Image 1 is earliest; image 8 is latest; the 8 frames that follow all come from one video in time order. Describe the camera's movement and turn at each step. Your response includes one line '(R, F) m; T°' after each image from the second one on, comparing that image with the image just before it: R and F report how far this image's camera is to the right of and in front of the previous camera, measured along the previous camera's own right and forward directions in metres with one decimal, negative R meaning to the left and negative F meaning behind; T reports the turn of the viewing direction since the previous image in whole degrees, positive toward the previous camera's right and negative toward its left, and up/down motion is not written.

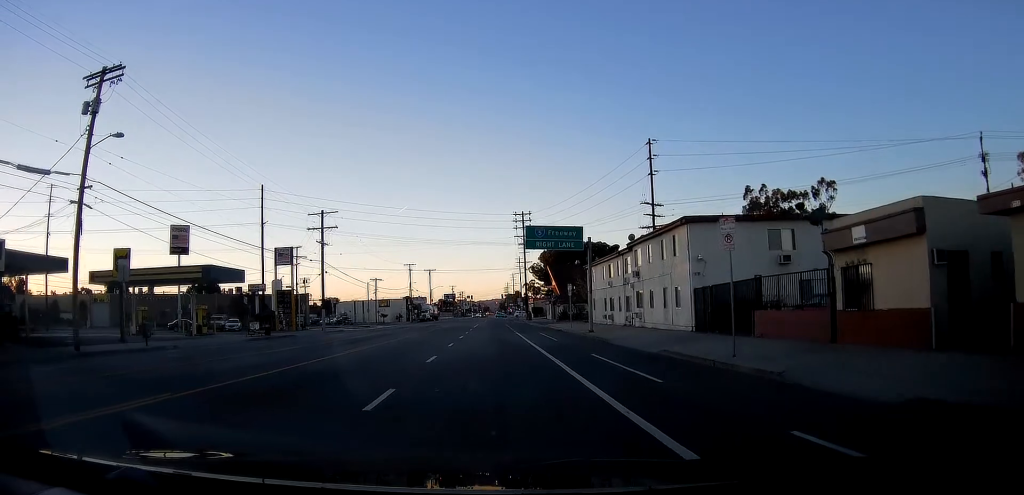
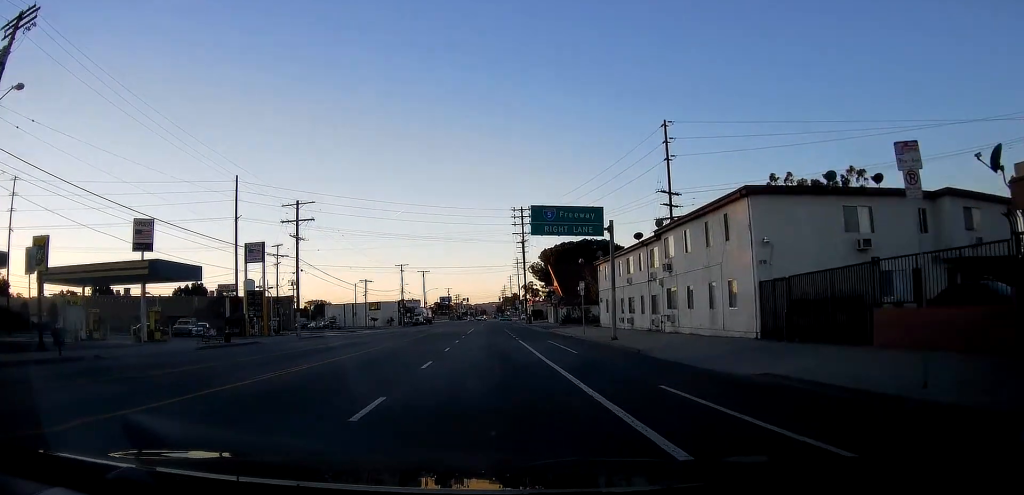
(0.0, +7.7) m; 0°
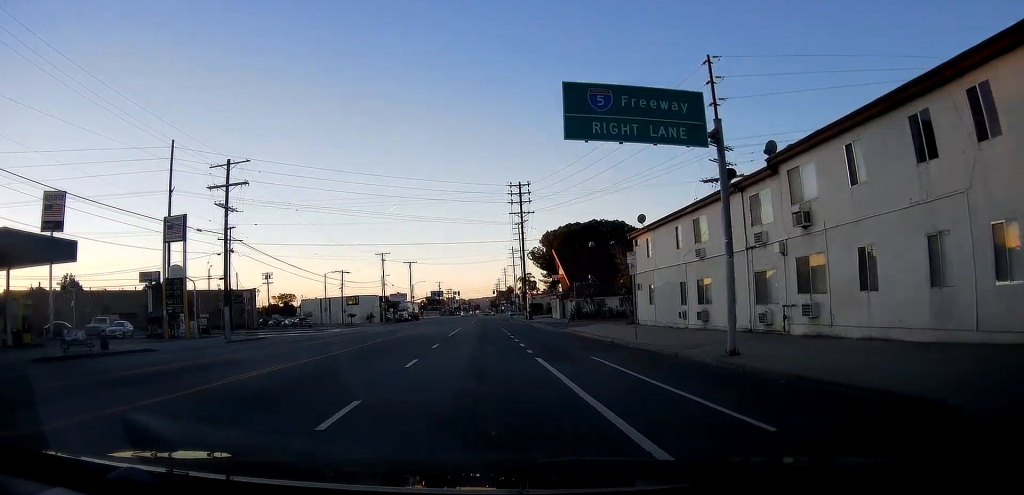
(0.0, +15.2) m; 0°
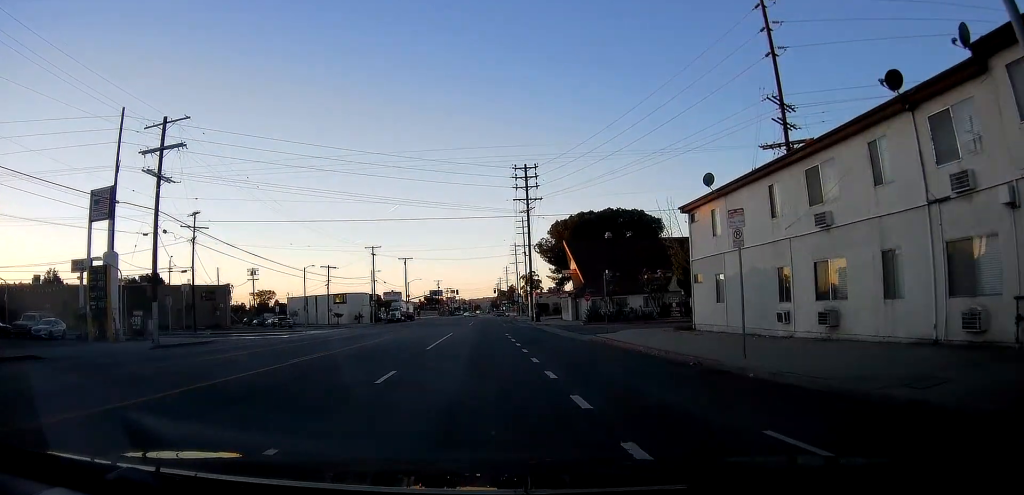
(0.0, +10.4) m; +2°
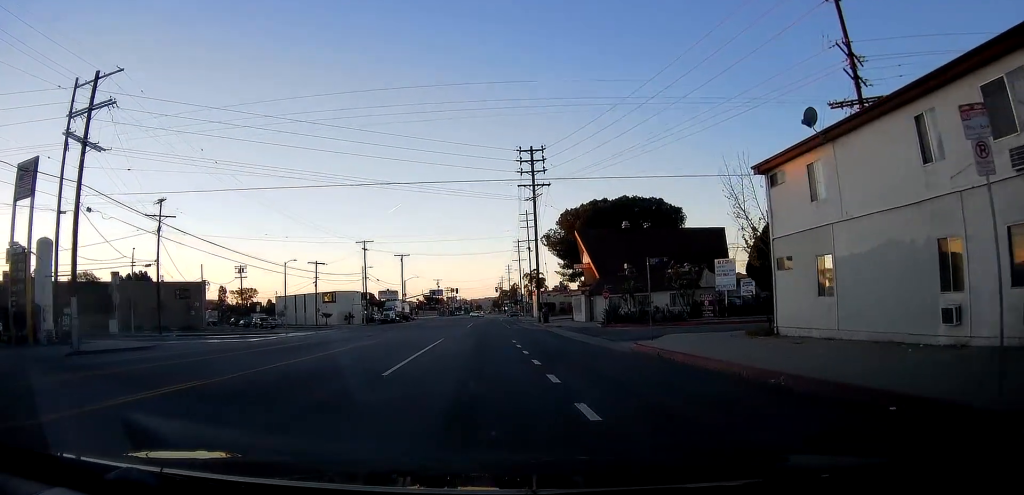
(-0.1, +8.3) m; +2°
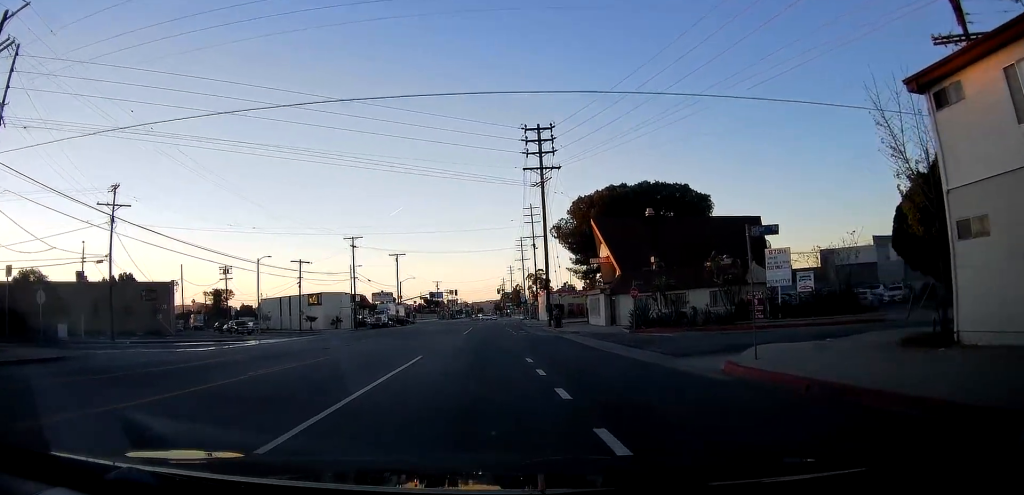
(+0.5, +9.1) m; 0°
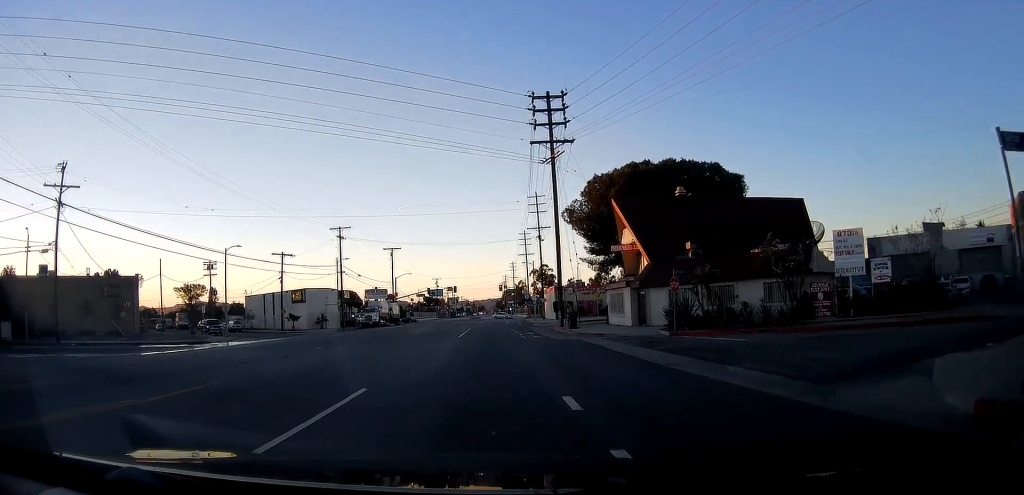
(-0.2, +8.5) m; -2°
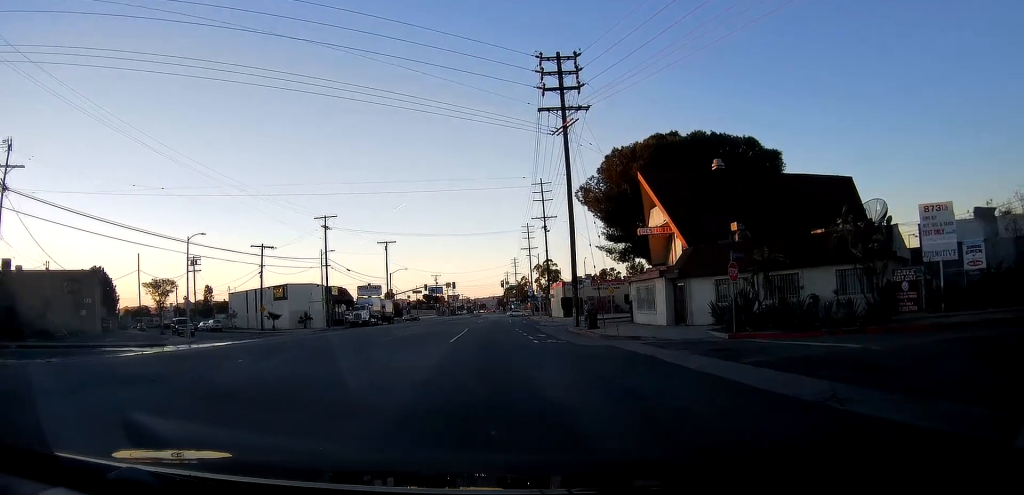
(-0.2, +7.6) m; -2°
